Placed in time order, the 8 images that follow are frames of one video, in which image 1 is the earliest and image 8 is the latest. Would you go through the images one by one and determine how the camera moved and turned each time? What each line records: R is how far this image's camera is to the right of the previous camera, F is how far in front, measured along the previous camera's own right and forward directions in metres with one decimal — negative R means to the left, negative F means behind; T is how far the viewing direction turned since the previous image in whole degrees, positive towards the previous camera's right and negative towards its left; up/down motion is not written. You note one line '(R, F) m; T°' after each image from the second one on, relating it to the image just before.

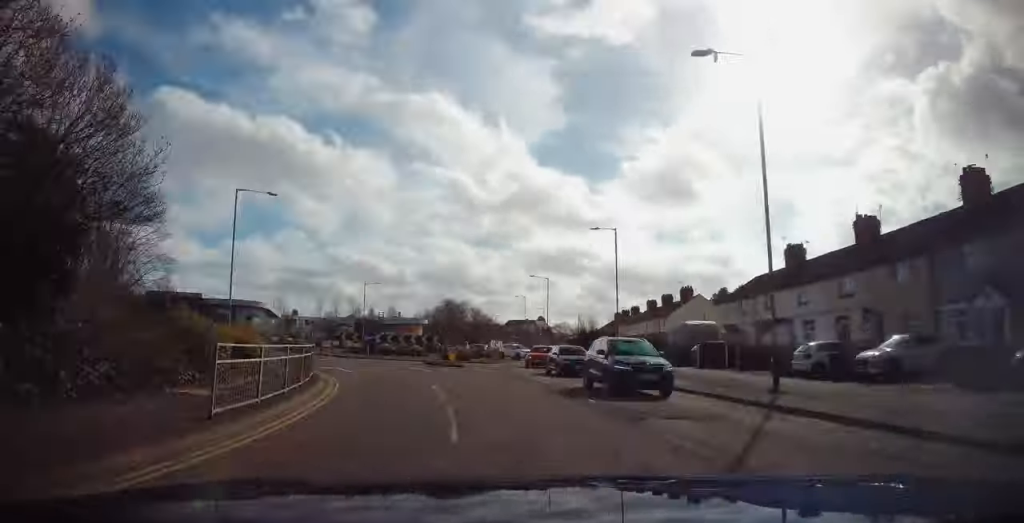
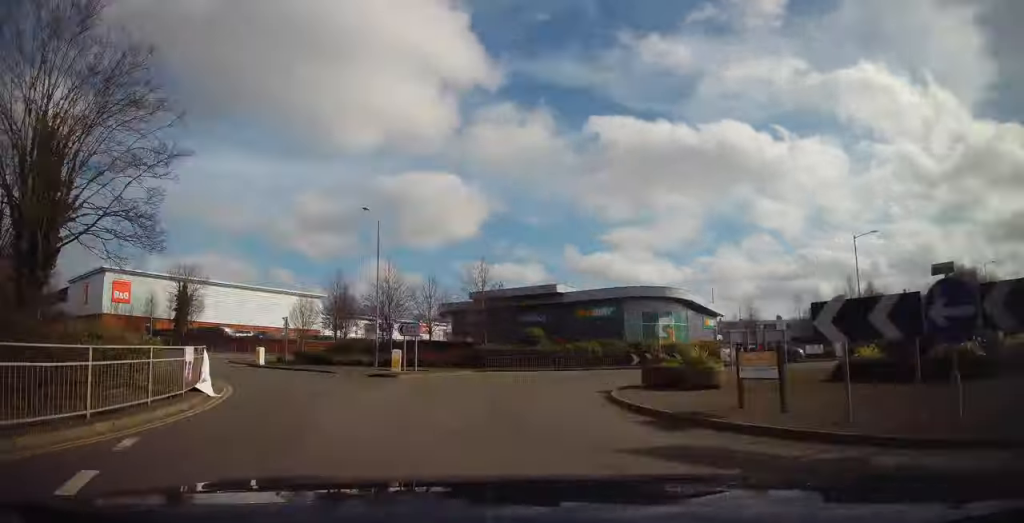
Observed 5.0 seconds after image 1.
(-8.9, +38.1) m; +8°
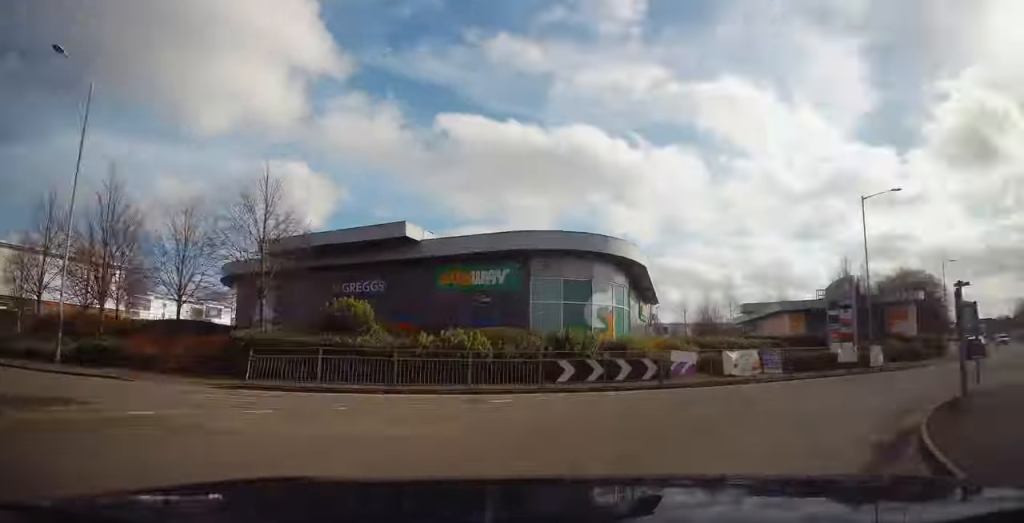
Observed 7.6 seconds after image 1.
(+2.4, +19.5) m; +7°
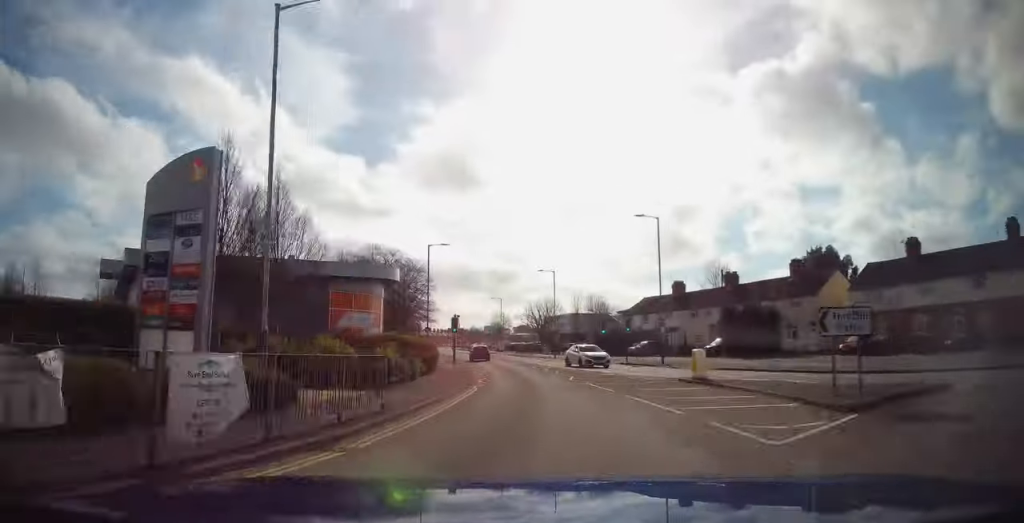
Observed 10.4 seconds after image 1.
(+6.4, +22.1) m; +9°
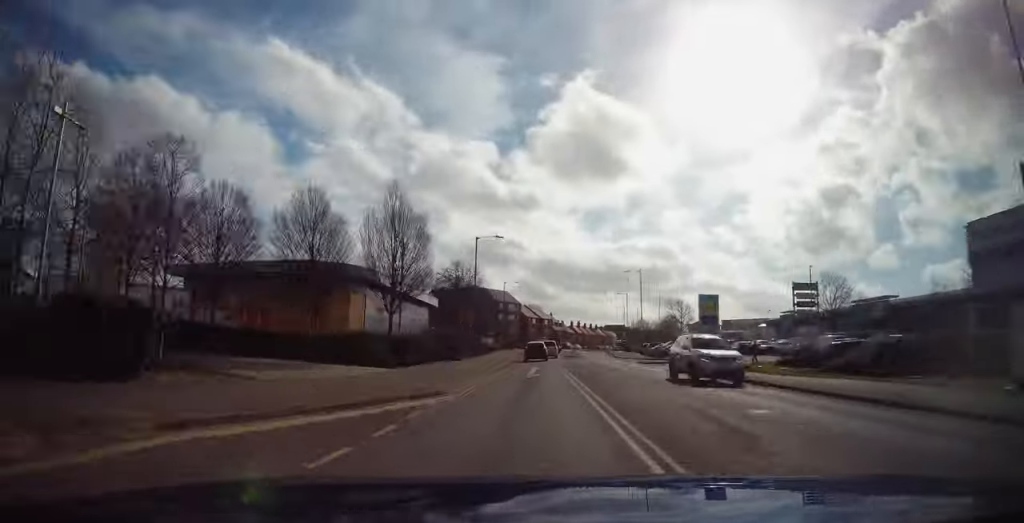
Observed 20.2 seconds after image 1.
(+3.9, +69.4) m; +1°
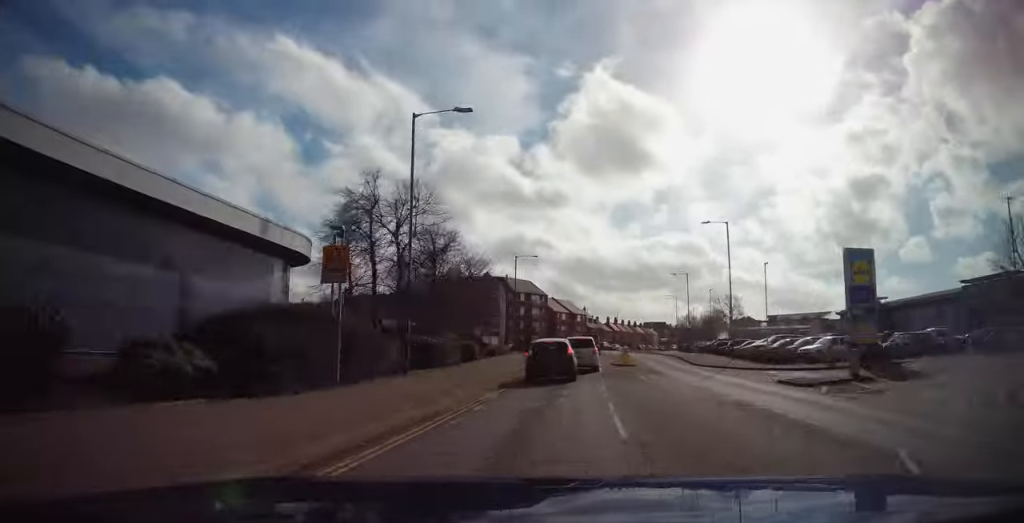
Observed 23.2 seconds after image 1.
(-0.3, +16.1) m; 0°
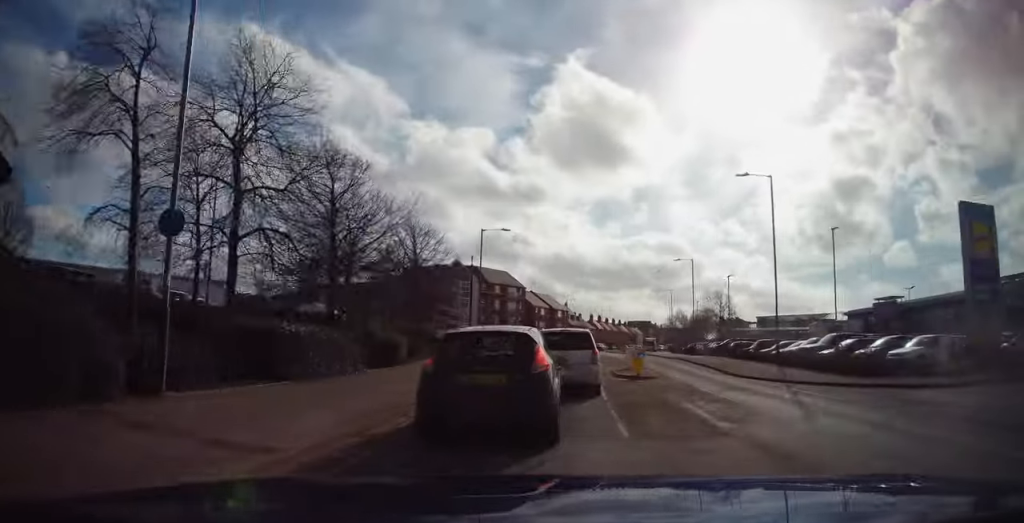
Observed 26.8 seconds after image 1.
(0.0, +12.4) m; 0°
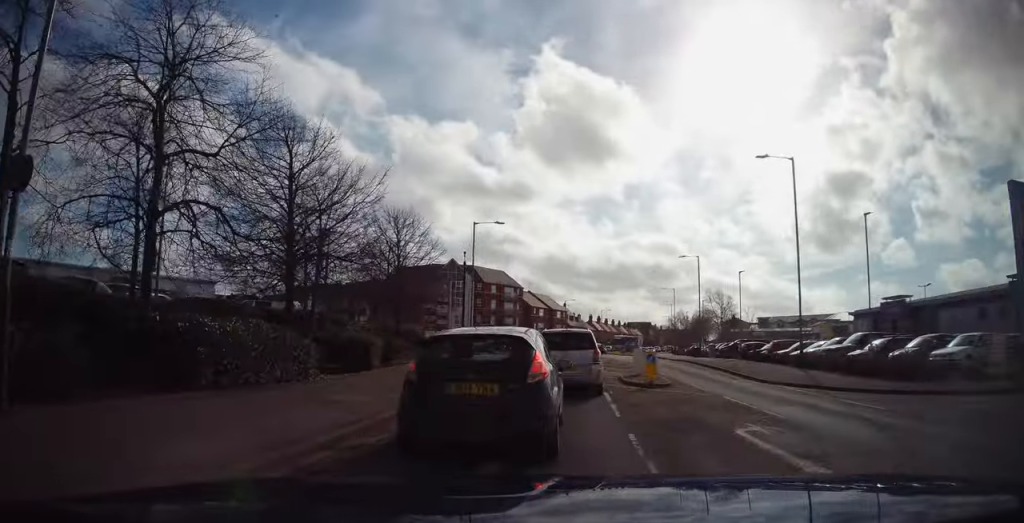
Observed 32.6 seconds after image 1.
(0.0, +12.3) m; -1°
